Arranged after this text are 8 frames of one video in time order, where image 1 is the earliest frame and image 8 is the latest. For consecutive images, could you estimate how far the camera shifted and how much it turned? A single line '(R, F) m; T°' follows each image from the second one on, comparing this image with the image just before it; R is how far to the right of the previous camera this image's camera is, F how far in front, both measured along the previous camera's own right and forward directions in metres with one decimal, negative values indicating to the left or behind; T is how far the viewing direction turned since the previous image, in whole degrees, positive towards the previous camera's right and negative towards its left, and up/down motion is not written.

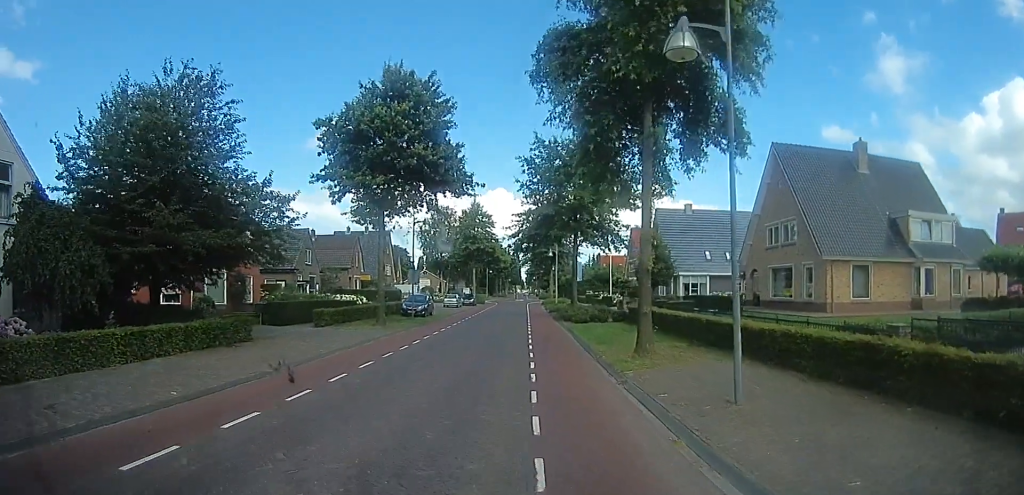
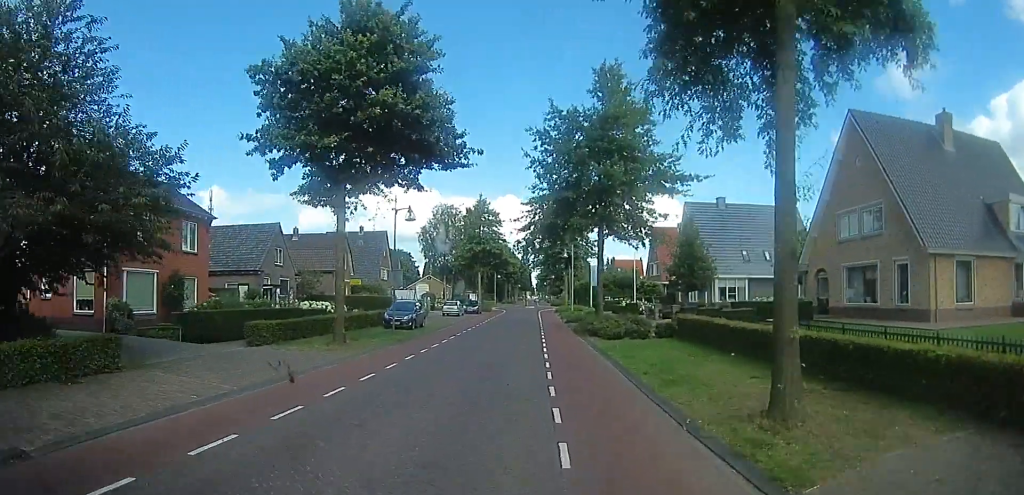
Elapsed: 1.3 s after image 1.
(-0.3, +6.4) m; +2°
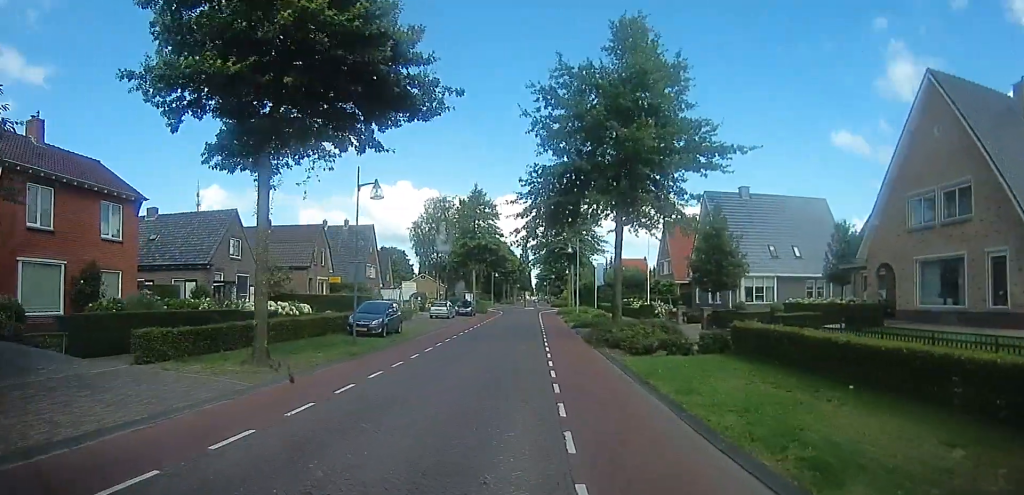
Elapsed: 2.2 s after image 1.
(+0.4, +5.6) m; +5°
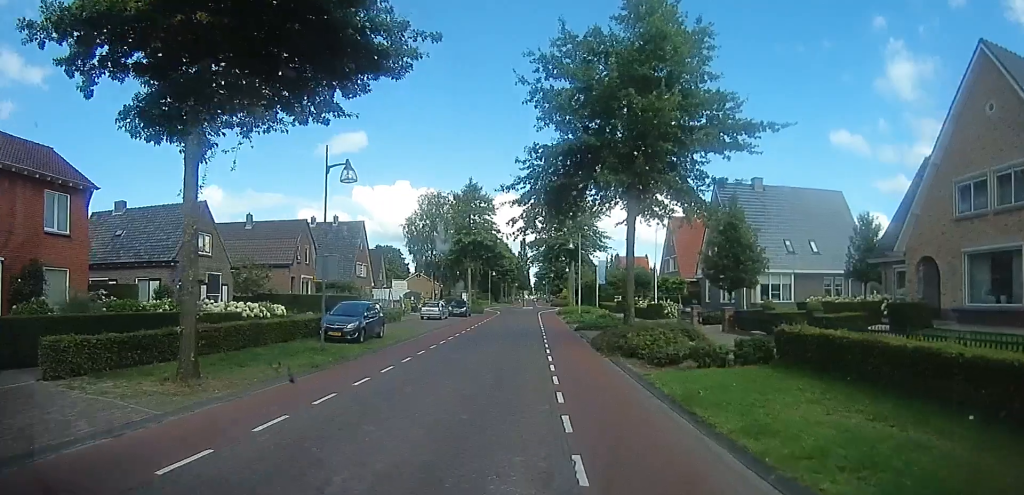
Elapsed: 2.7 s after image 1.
(+0.1, +3.1) m; -1°
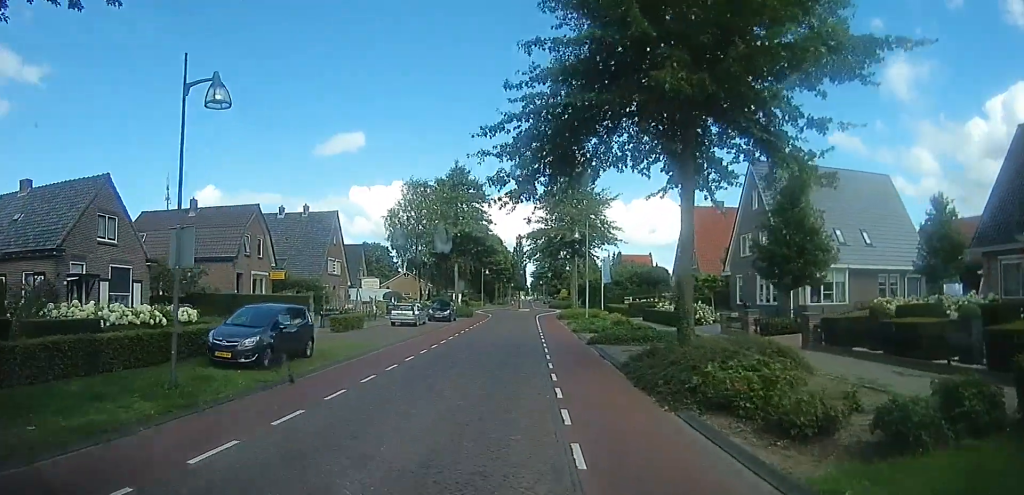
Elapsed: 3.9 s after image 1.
(-0.4, +7.6) m; -9°
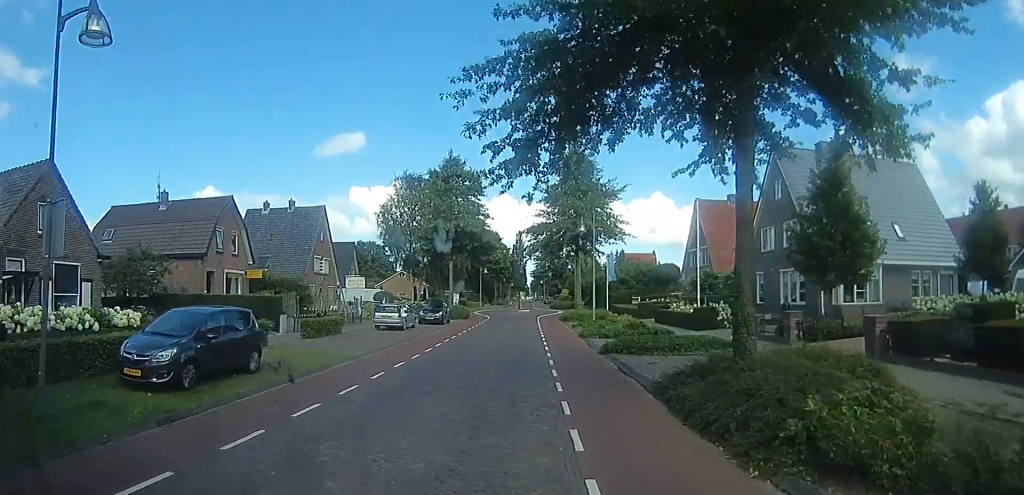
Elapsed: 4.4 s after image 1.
(-0.1, +3.4) m; -4°
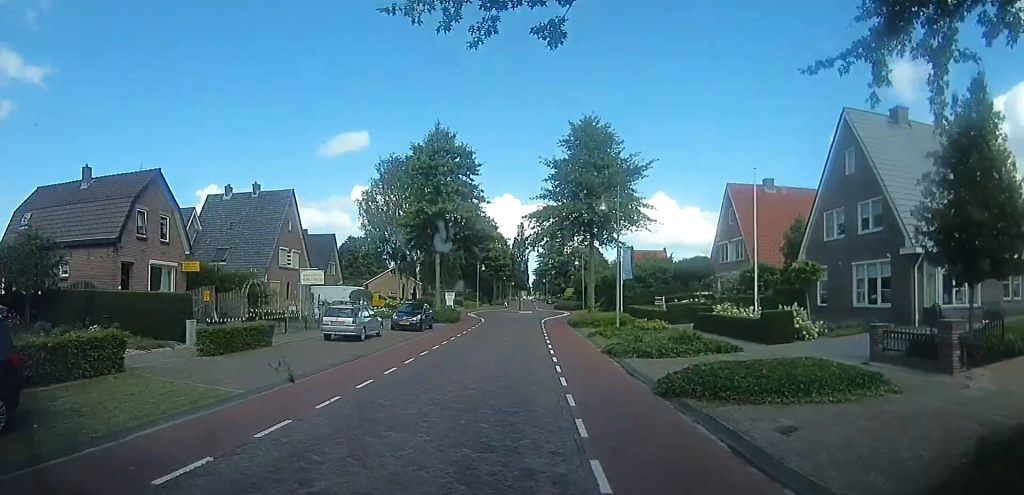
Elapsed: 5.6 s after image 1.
(0.0, +7.4) m; +7°
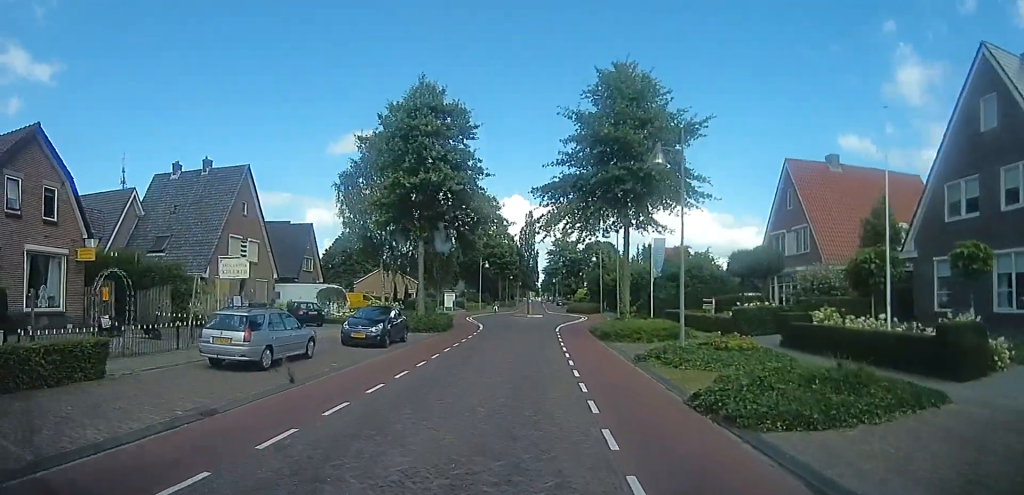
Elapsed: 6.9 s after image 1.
(+1.1, +8.6) m; +8°
